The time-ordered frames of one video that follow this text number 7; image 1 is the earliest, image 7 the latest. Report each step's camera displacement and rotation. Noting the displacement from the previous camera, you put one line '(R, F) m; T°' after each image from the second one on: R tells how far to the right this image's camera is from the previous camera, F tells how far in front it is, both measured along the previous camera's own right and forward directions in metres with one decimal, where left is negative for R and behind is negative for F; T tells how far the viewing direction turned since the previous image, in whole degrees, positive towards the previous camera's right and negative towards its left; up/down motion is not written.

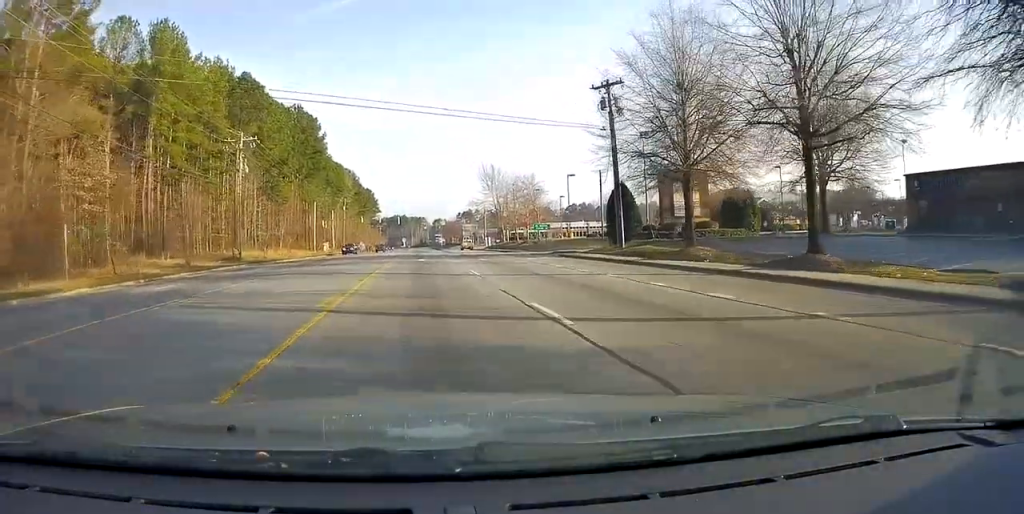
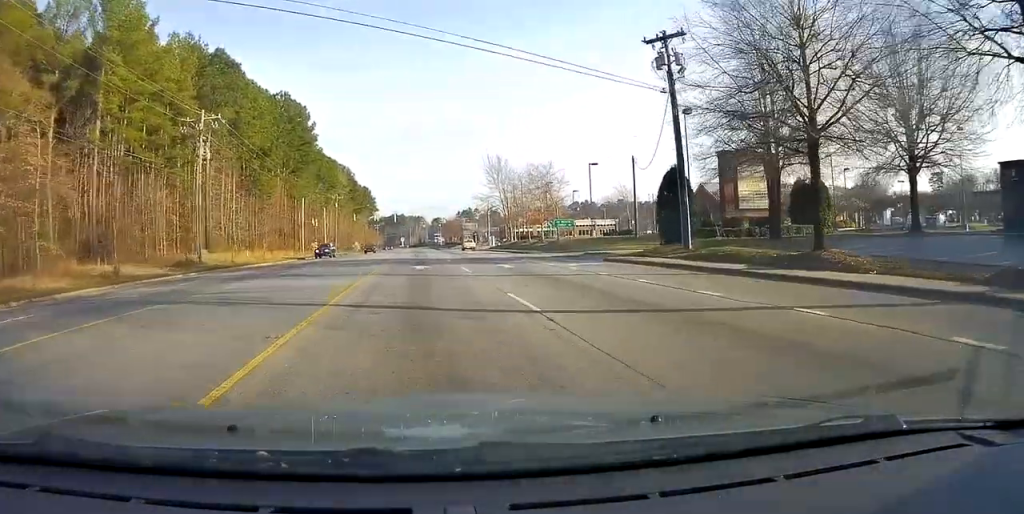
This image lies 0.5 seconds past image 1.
(-0.2, +10.6) m; 0°
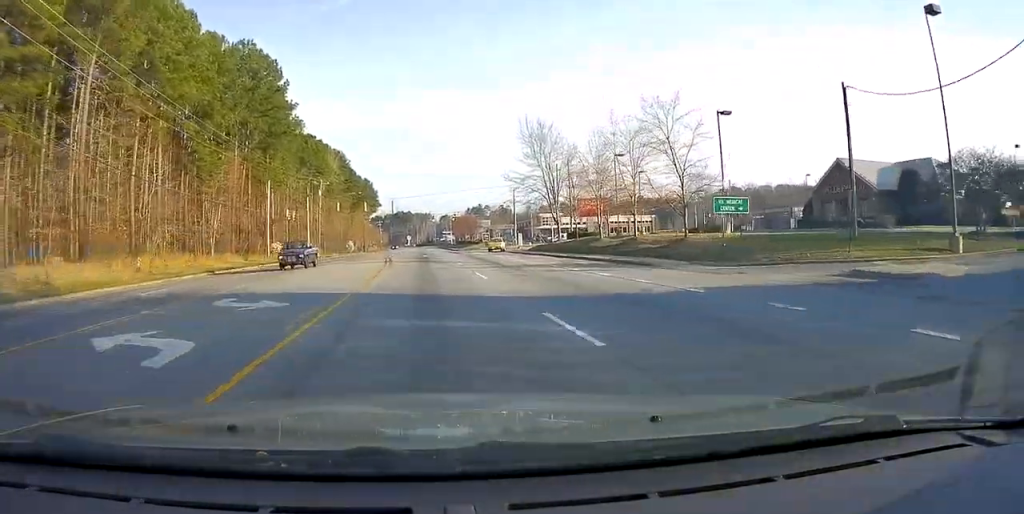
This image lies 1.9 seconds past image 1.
(+0.3, +28.4) m; +1°
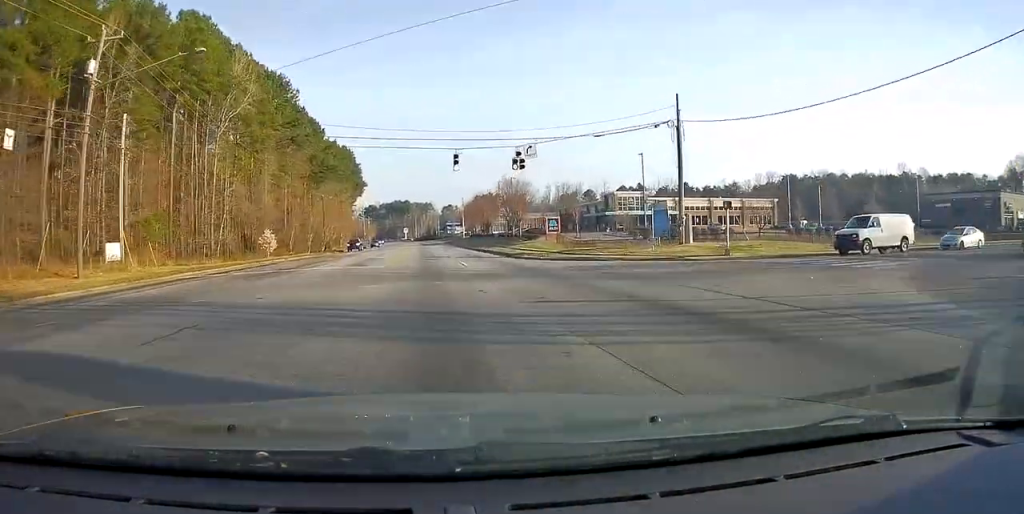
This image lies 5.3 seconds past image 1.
(-0.3, +70.0) m; -1°
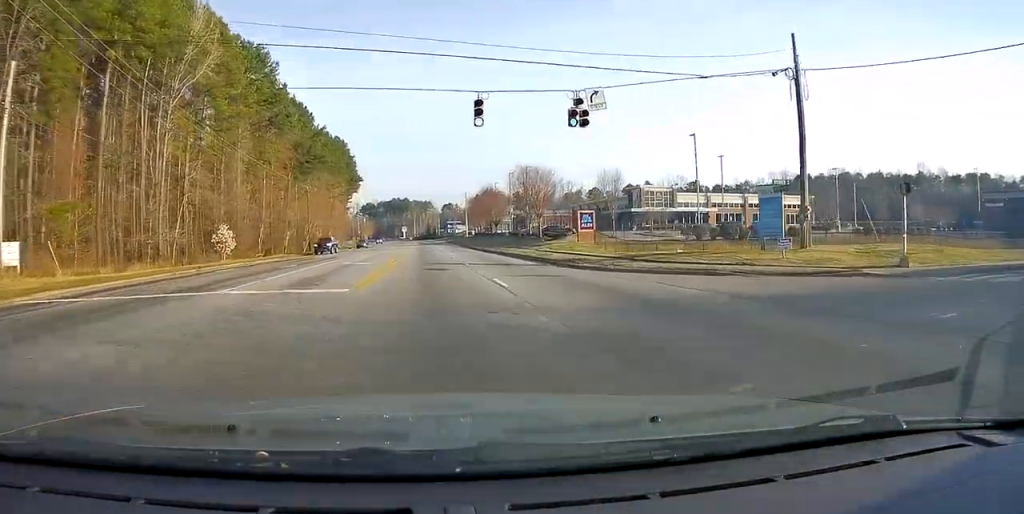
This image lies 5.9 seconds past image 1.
(-0.3, +14.0) m; +1°
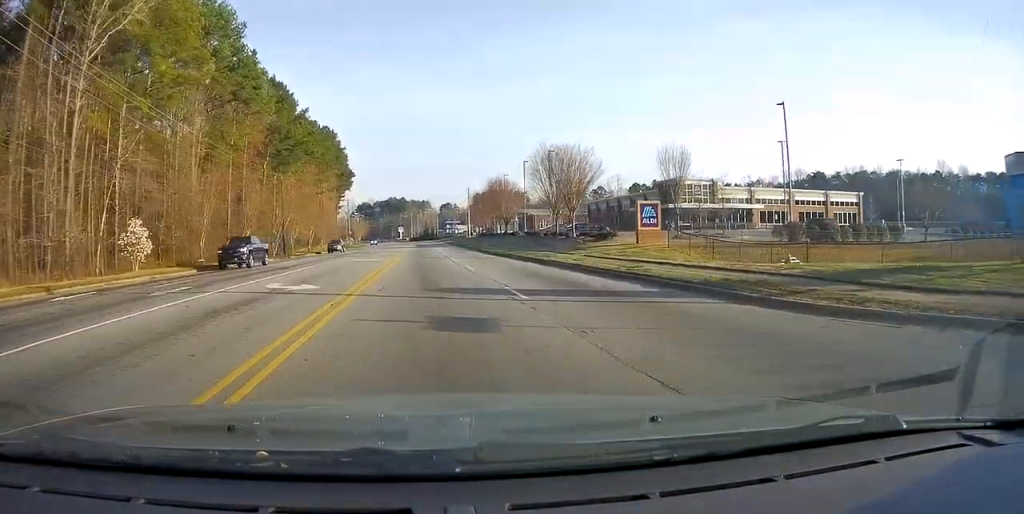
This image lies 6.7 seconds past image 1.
(+0.6, +15.5) m; 0°
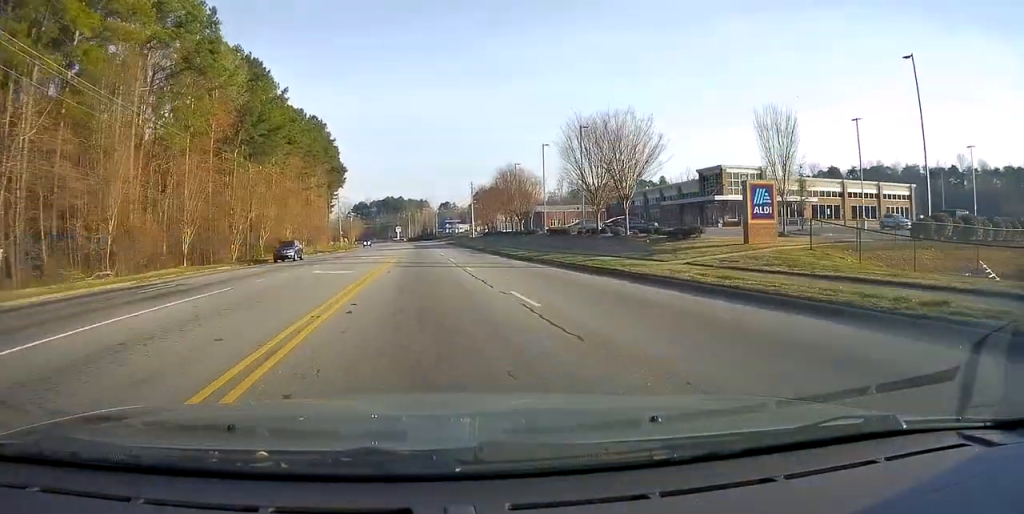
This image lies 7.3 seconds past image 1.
(-0.2, +13.8) m; -1°
